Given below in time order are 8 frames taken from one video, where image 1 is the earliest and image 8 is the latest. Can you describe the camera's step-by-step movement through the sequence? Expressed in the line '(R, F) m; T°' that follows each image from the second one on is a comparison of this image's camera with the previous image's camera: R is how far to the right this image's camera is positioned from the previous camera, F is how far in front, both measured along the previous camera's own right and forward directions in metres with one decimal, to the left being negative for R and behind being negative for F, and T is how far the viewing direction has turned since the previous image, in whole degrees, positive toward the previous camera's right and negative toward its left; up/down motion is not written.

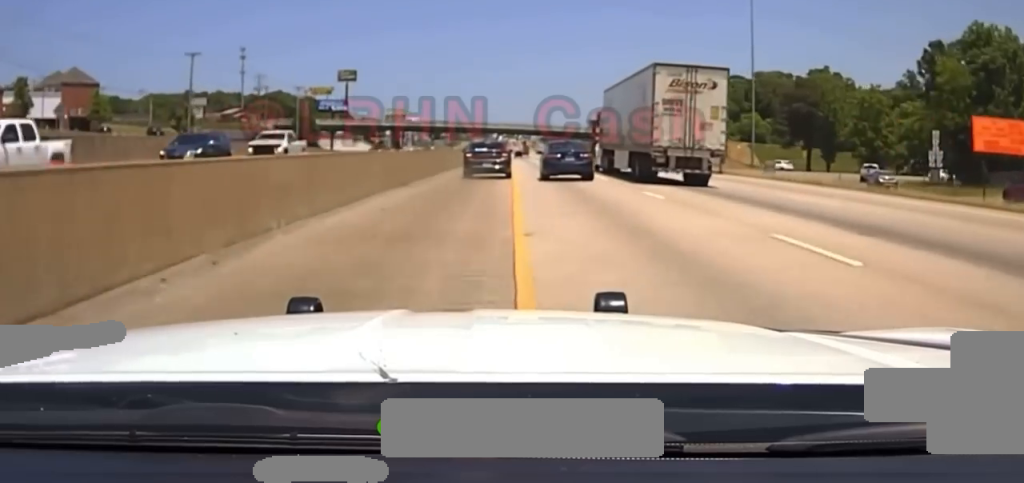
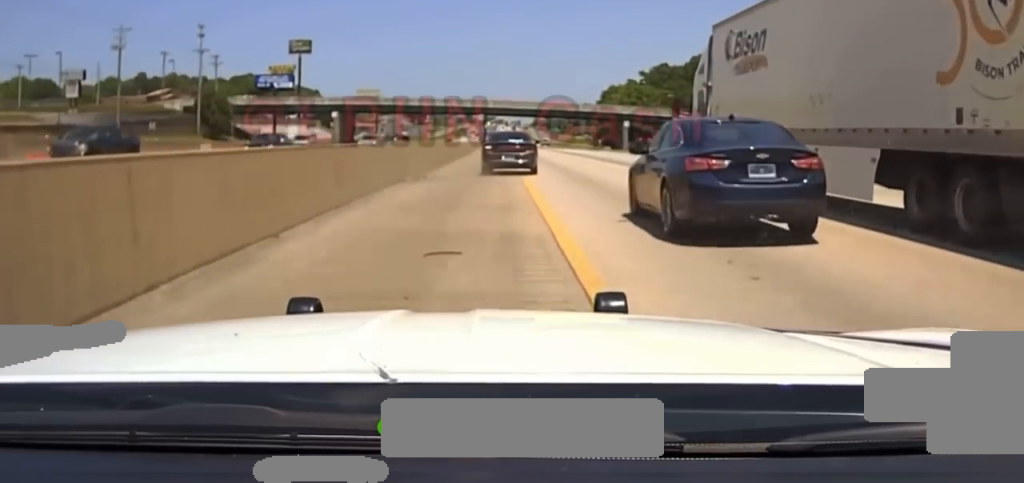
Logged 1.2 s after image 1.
(+0.2, +47.9) m; +1°
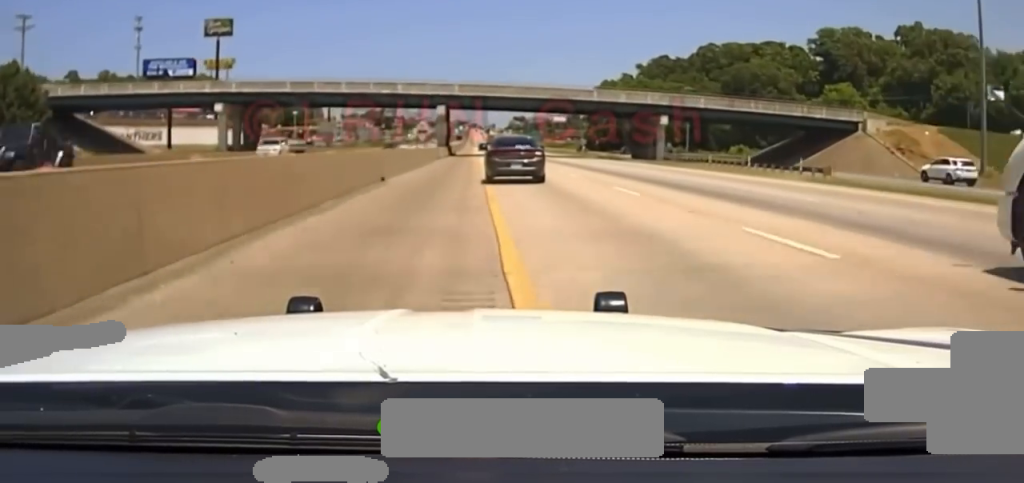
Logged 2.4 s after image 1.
(+0.5, +49.6) m; +1°
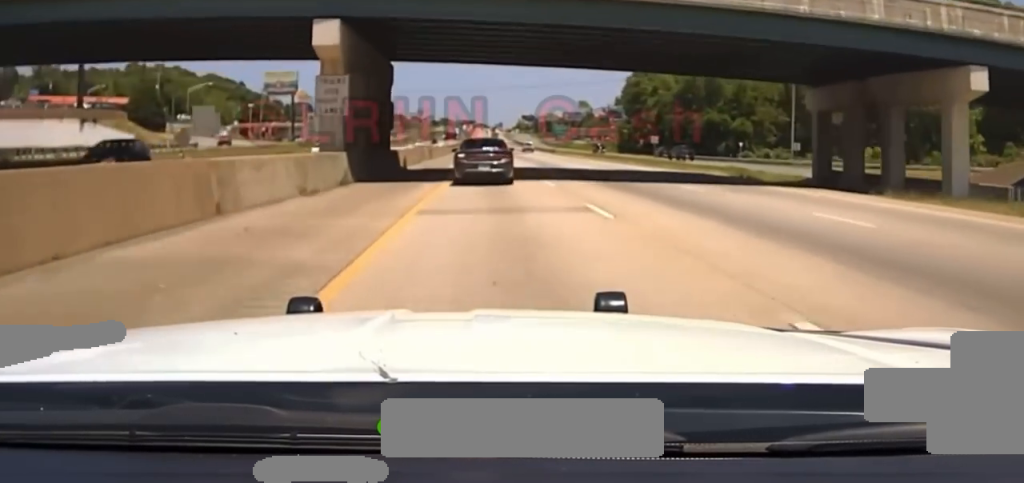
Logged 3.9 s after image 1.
(+0.3, +67.8) m; 0°
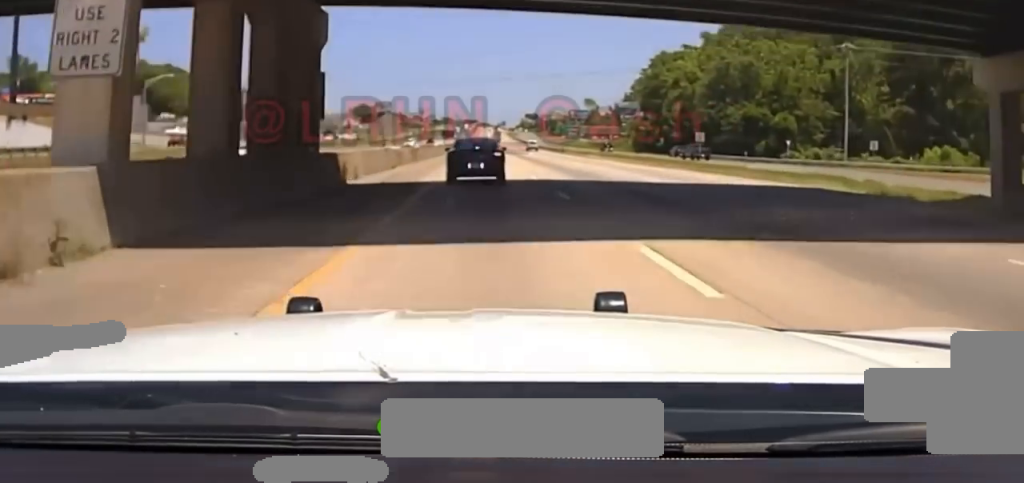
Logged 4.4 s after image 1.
(0.0, +20.8) m; 0°
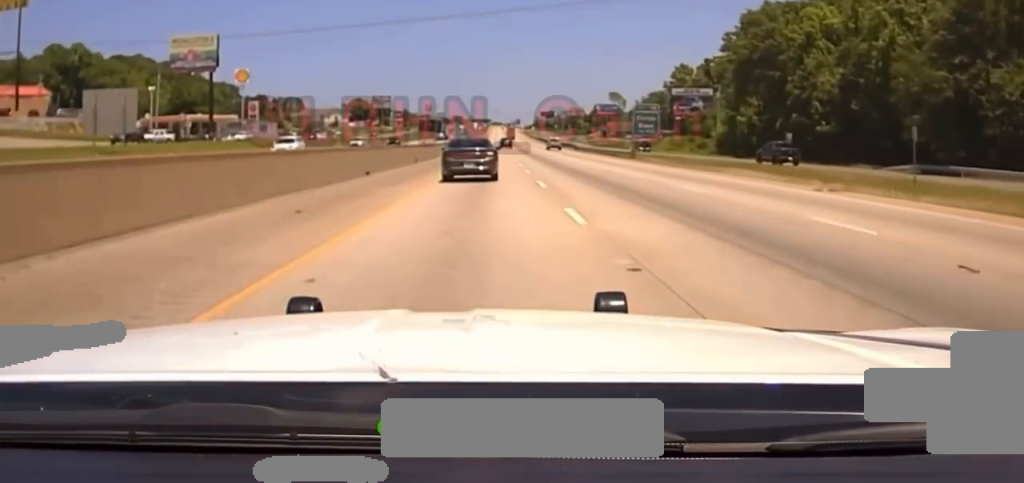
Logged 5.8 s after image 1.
(-0.2, +74.0) m; 0°
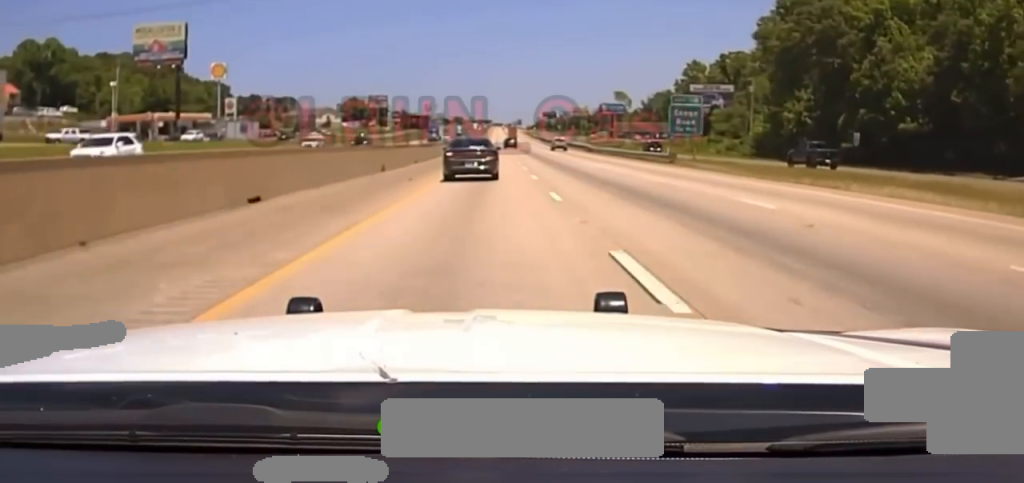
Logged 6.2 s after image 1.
(0.0, +19.3) m; 0°
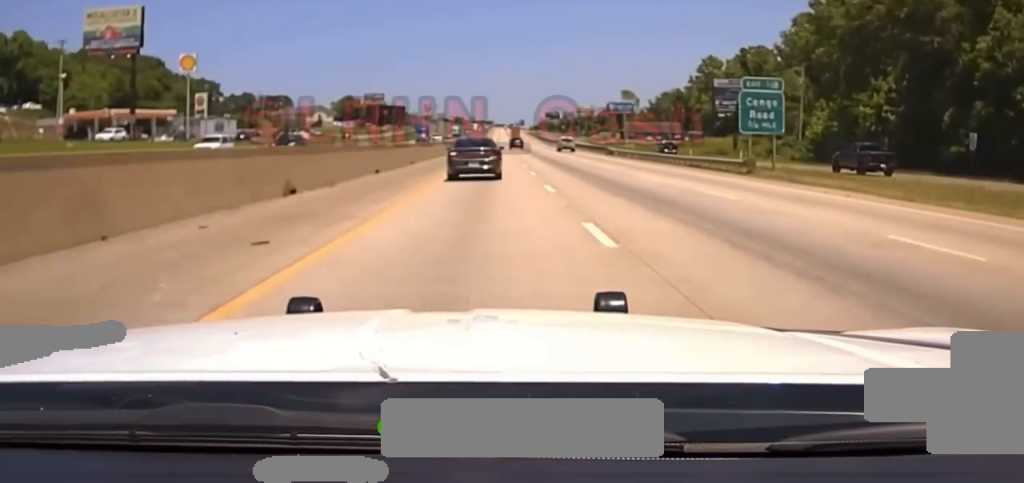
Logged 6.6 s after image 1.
(0.0, +20.6) m; 0°
